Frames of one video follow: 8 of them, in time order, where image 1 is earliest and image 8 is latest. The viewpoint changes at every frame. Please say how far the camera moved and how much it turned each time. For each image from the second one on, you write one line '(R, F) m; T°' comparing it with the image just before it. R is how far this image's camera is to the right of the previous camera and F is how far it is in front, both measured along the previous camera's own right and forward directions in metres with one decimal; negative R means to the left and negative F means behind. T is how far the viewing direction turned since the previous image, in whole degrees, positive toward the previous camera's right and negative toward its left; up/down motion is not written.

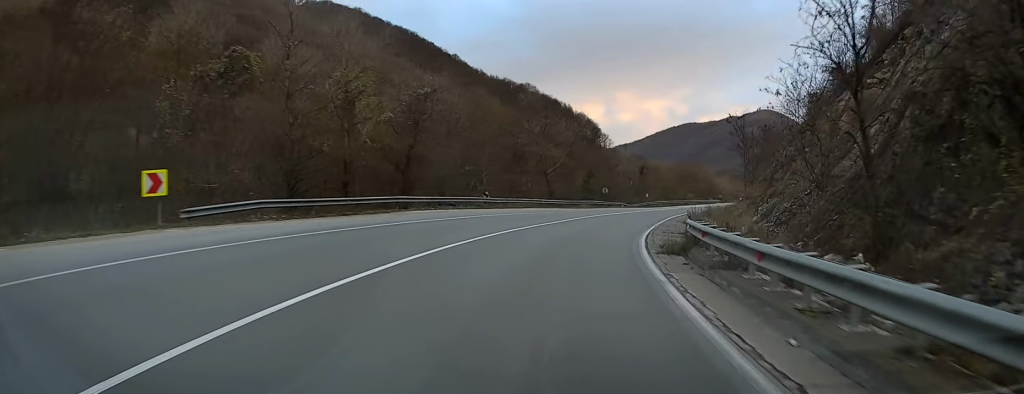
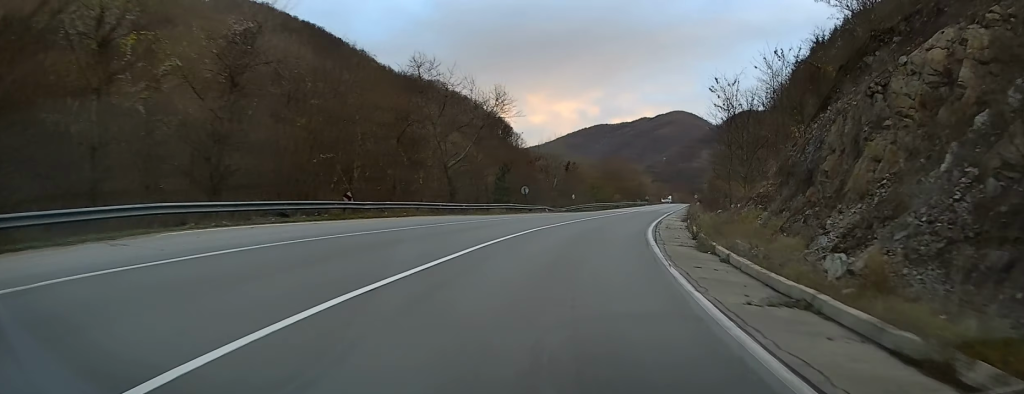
(+1.2, +17.4) m; +6°
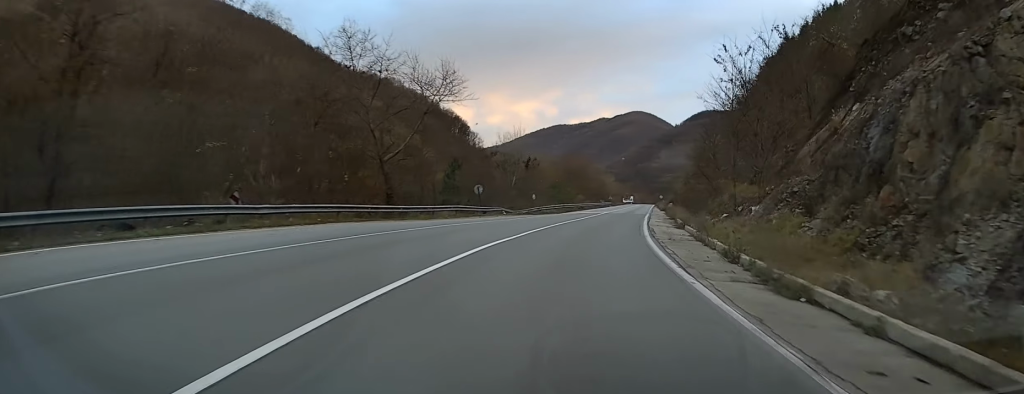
(+0.2, +8.4) m; +3°
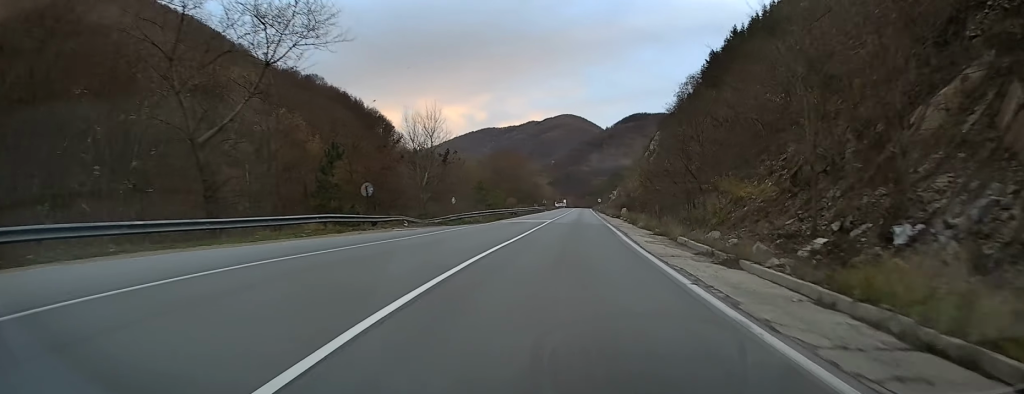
(+0.6, +15.6) m; +4°
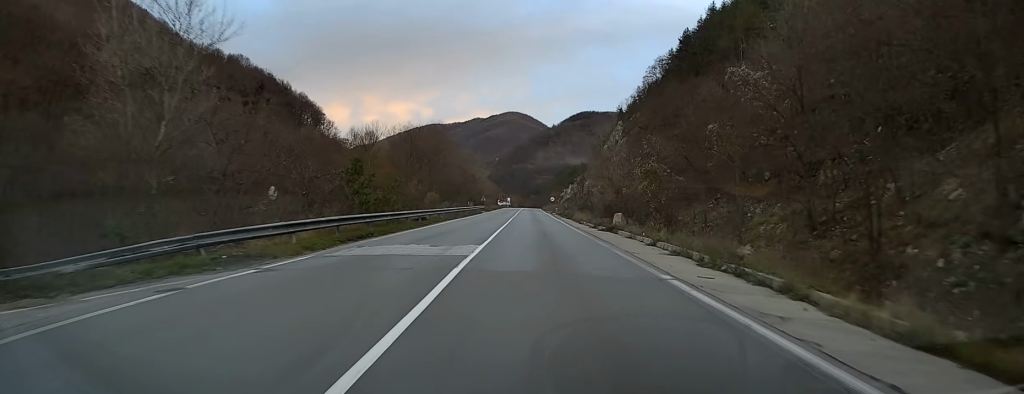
(+1.5, +29.5) m; +3°
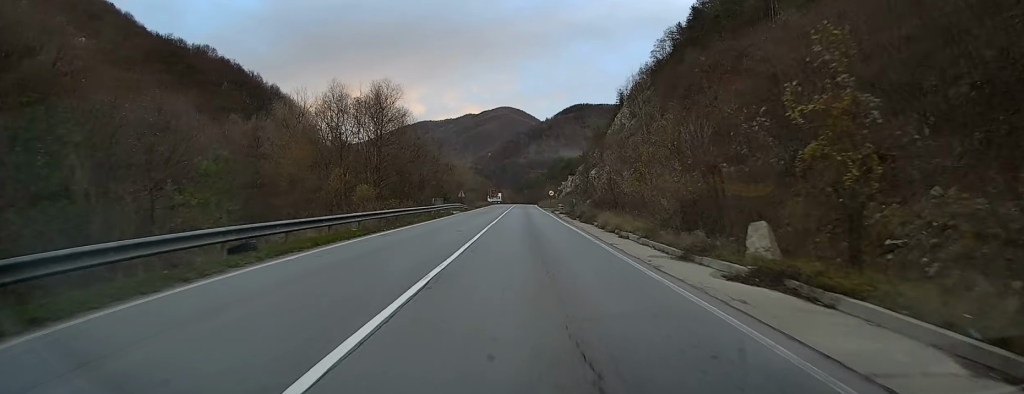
(+0.1, +23.9) m; 0°
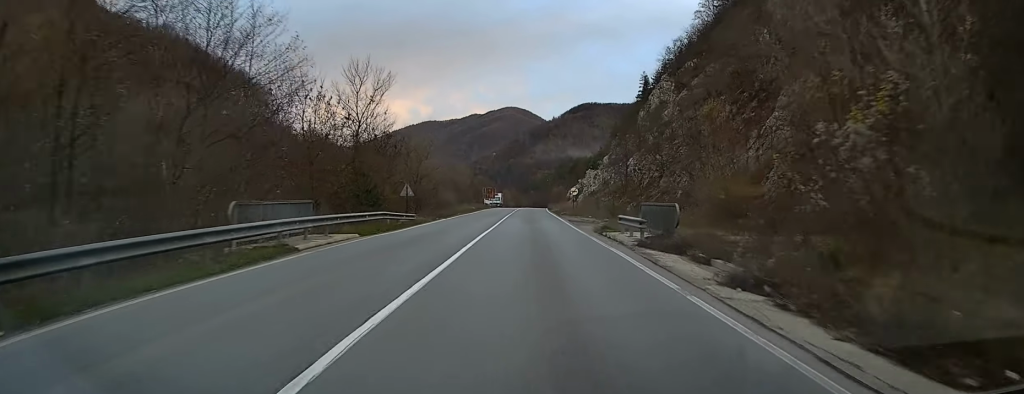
(-0.4, +37.3) m; -1°
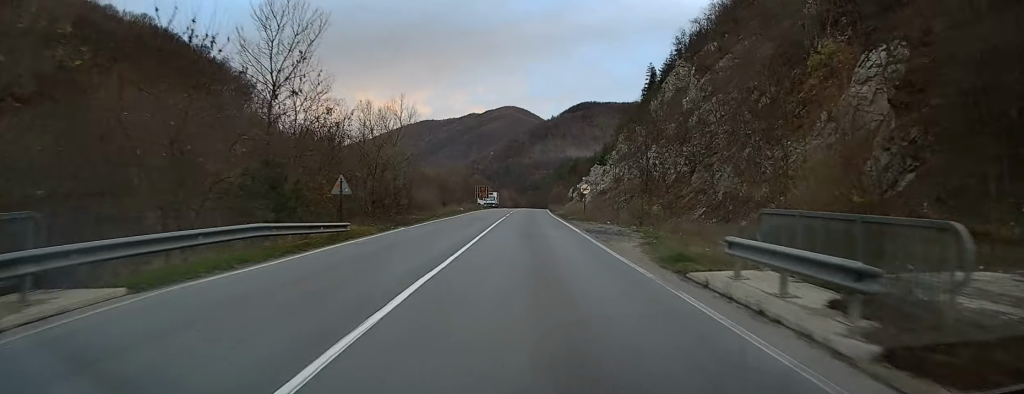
(-0.1, +13.4) m; 0°
